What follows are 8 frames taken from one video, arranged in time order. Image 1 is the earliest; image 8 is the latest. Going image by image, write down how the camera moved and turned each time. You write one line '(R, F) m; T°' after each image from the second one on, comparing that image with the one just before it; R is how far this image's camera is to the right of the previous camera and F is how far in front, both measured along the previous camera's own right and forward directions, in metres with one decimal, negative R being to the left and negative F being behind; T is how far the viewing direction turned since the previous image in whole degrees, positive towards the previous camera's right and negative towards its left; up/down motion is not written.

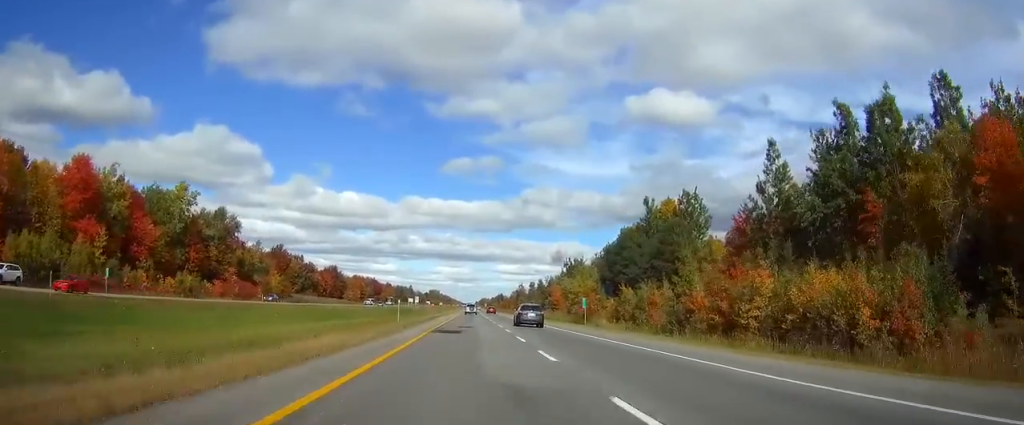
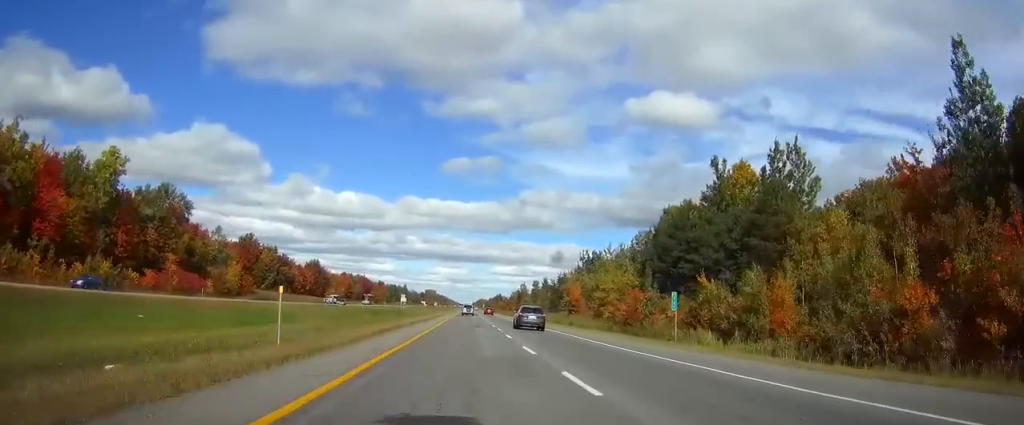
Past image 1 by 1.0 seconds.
(0.0, +32.0) m; 0°
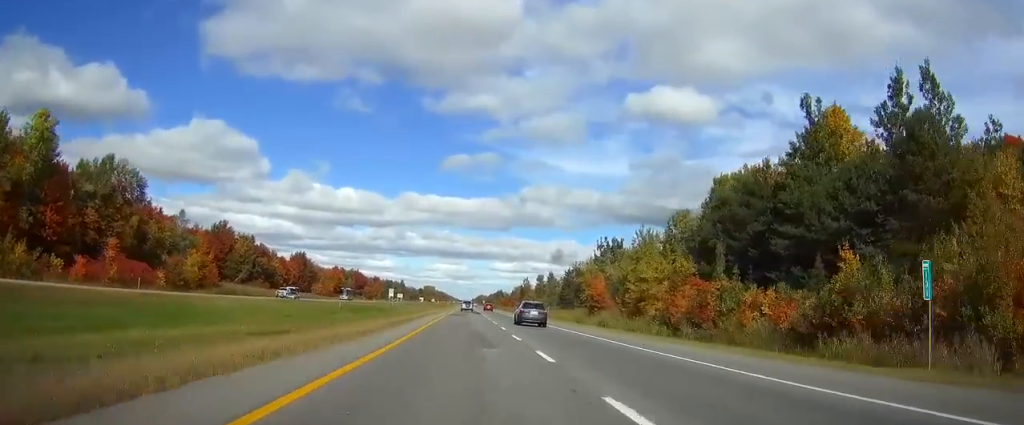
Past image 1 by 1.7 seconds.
(0.0, +23.2) m; 0°
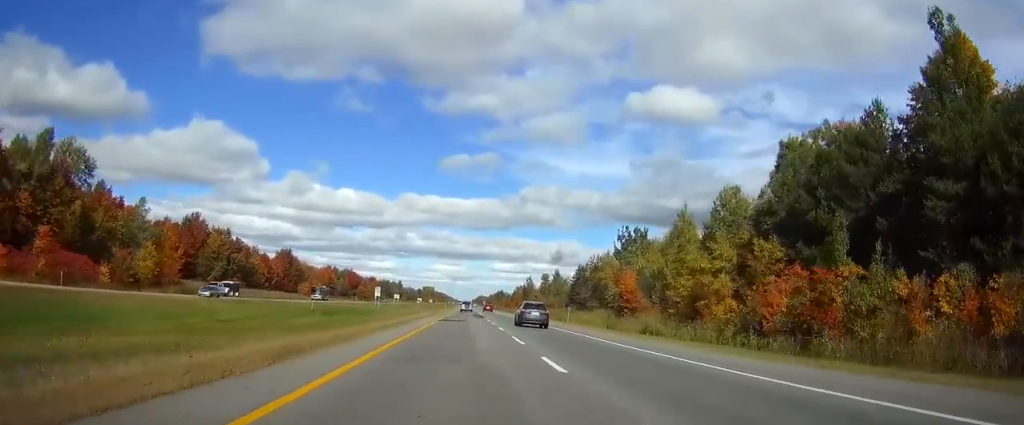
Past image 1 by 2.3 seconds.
(0.0, +19.8) m; 0°
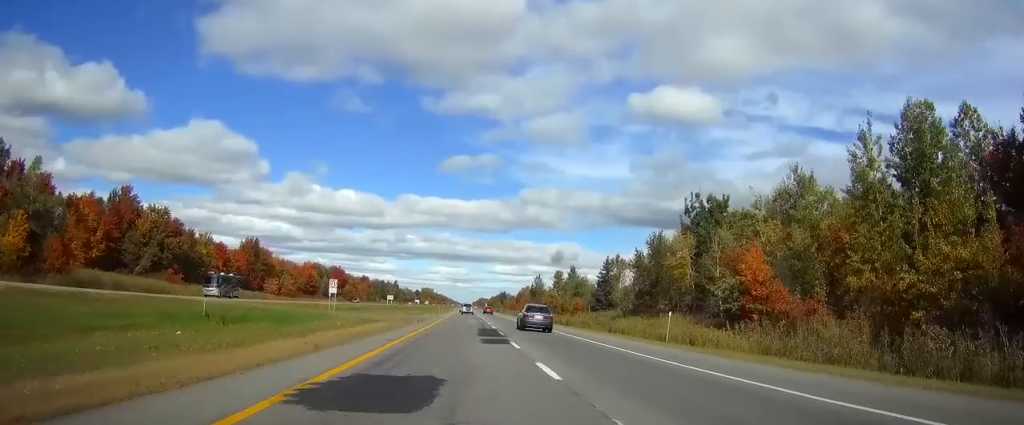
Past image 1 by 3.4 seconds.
(0.0, +38.6) m; 0°
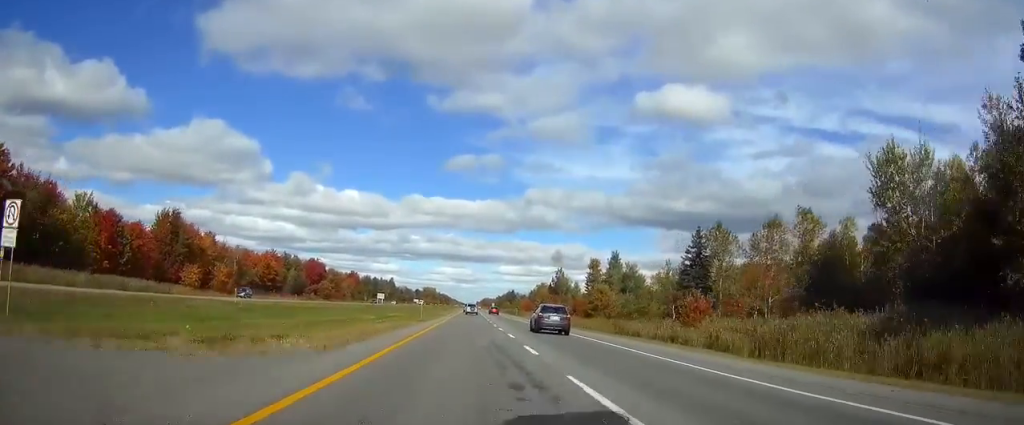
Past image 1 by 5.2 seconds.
(0.0, +59.5) m; 0°
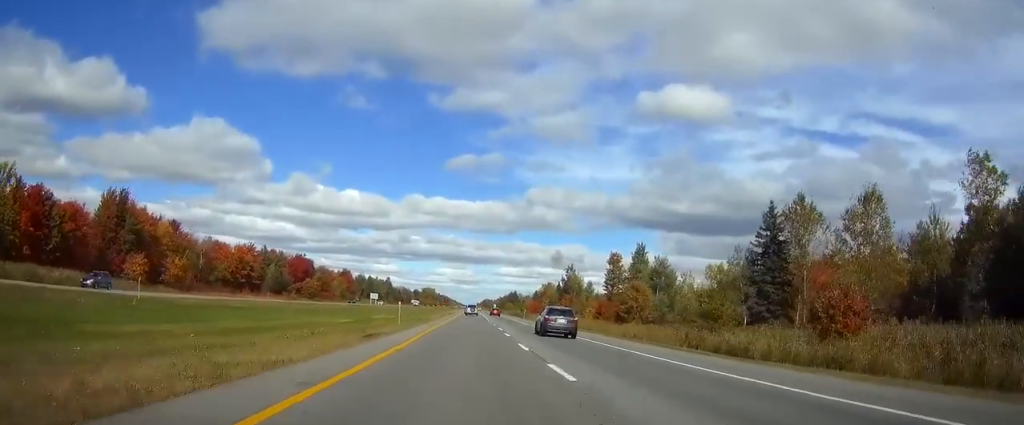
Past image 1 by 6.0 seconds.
(0.0, +24.2) m; 0°
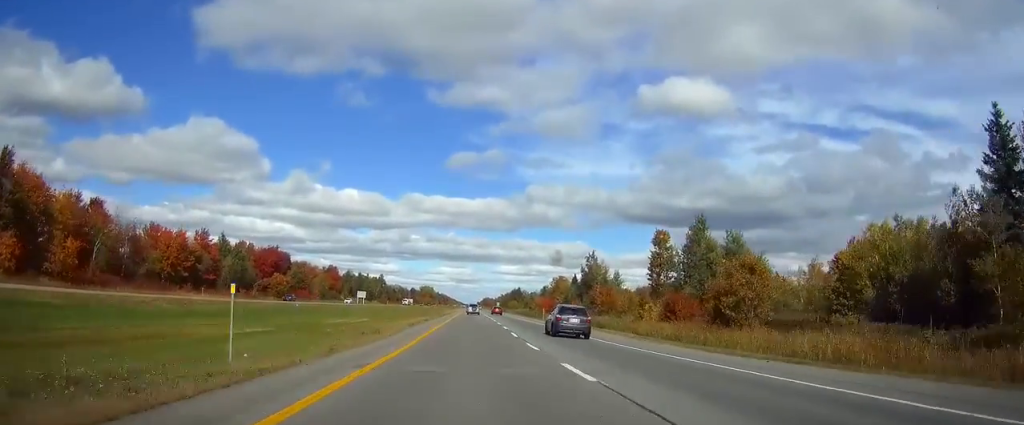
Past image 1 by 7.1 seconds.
(0.0, +37.3) m; 0°
